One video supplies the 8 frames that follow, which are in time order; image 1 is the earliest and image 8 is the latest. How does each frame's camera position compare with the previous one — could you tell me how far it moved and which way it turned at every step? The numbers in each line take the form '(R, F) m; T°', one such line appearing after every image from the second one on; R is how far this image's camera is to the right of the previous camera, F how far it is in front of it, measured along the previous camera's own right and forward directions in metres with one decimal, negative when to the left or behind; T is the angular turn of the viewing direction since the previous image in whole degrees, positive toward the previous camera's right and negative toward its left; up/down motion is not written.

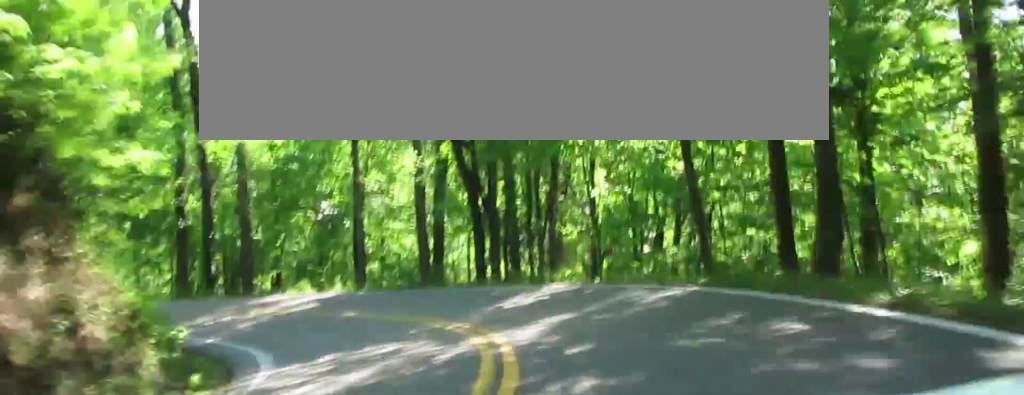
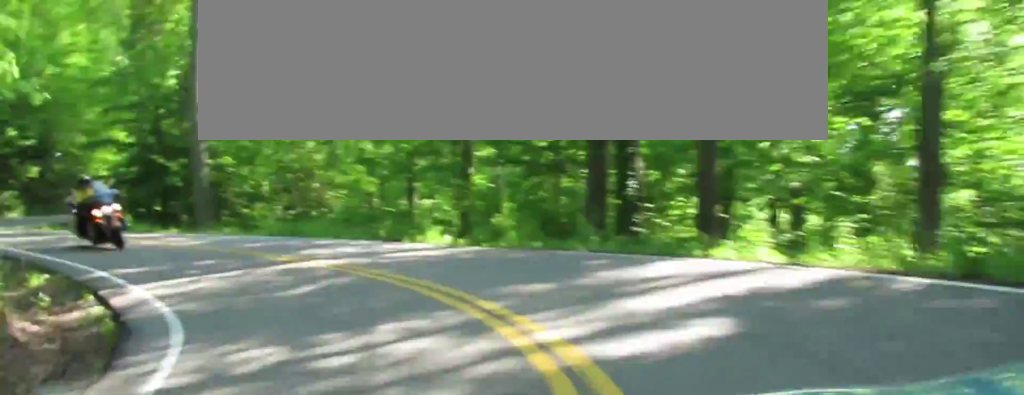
(+0.4, +27.8) m; +5°
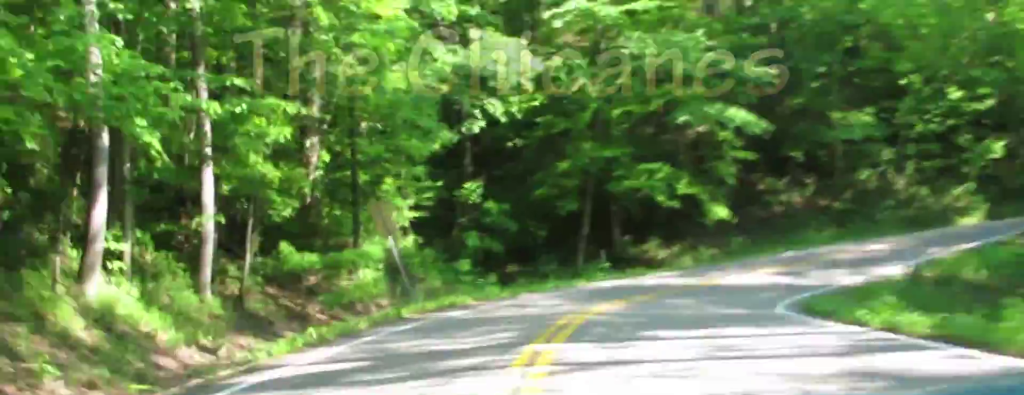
(+13.5, +37.5) m; +38°
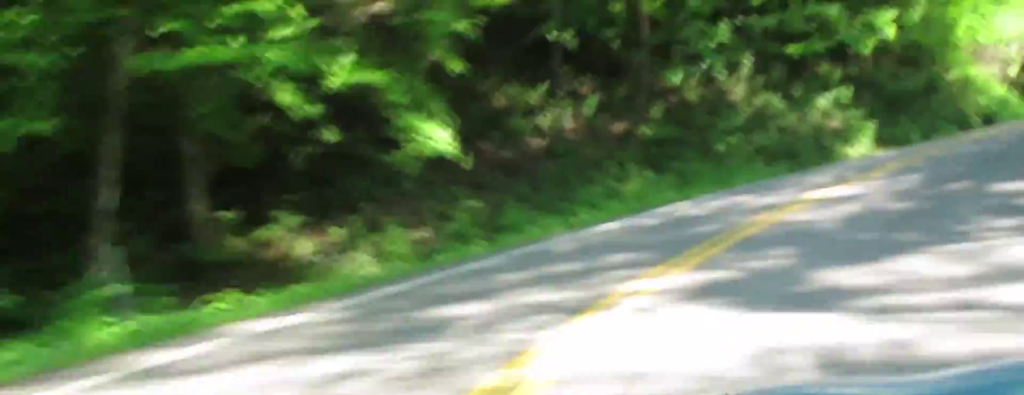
(+0.4, +26.6) m; +3°
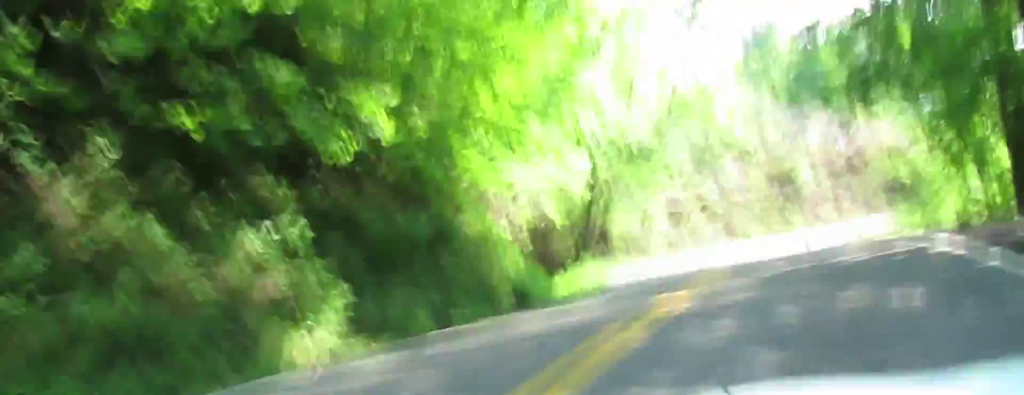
(-0.4, +13.9) m; +16°
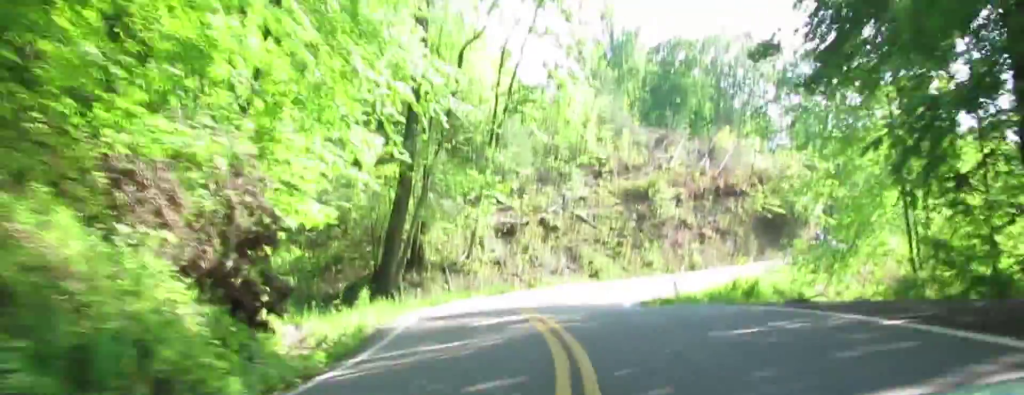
(+3.5, +12.2) m; +5°
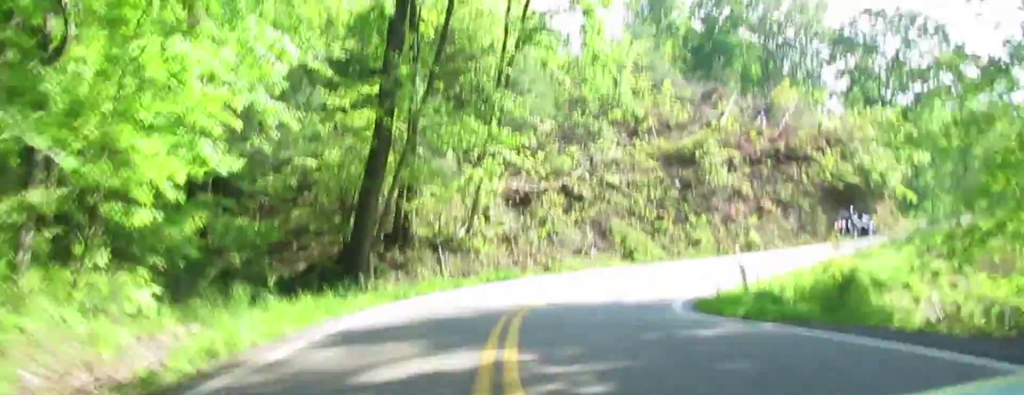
(+2.0, +8.9) m; -4°
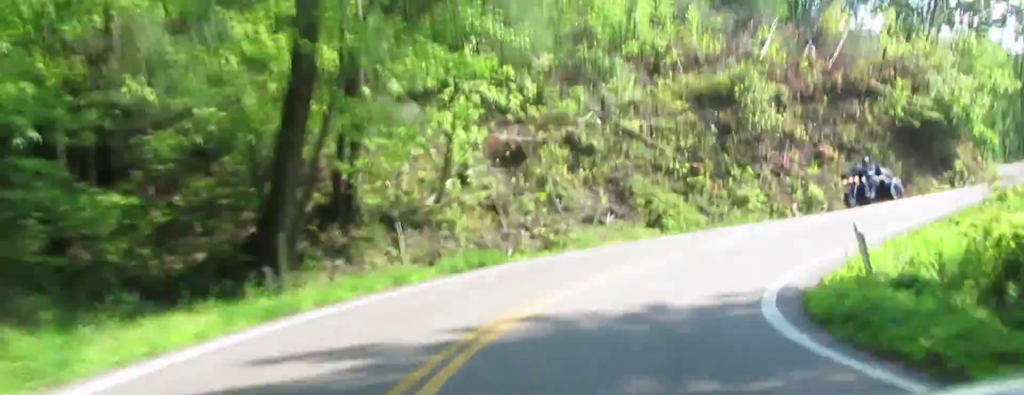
(-2.5, +8.7) m; -21°
